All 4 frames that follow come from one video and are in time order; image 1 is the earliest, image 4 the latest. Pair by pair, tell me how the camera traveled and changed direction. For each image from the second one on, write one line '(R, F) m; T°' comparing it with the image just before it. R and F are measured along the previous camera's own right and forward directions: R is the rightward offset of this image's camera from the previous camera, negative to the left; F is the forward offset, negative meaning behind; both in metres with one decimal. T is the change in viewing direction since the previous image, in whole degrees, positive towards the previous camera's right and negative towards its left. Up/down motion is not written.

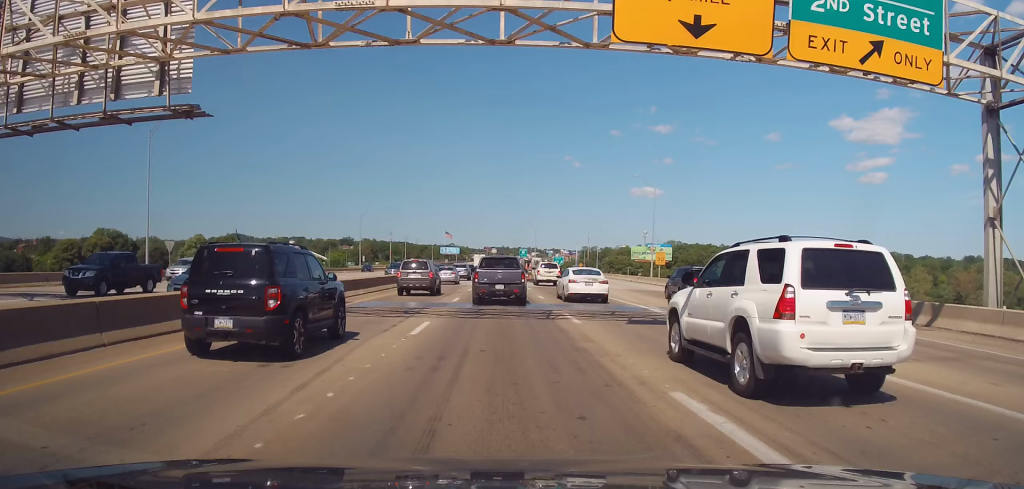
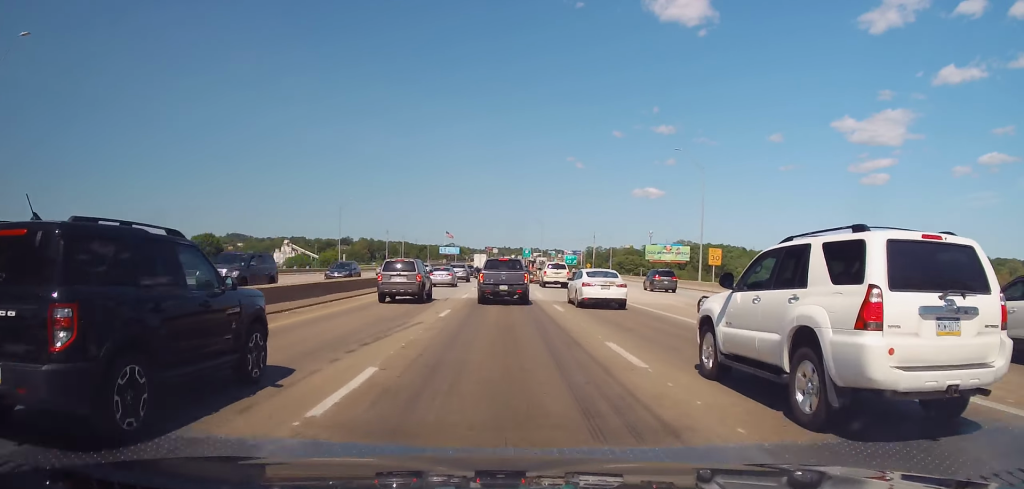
(+0.1, +19.7) m; 0°
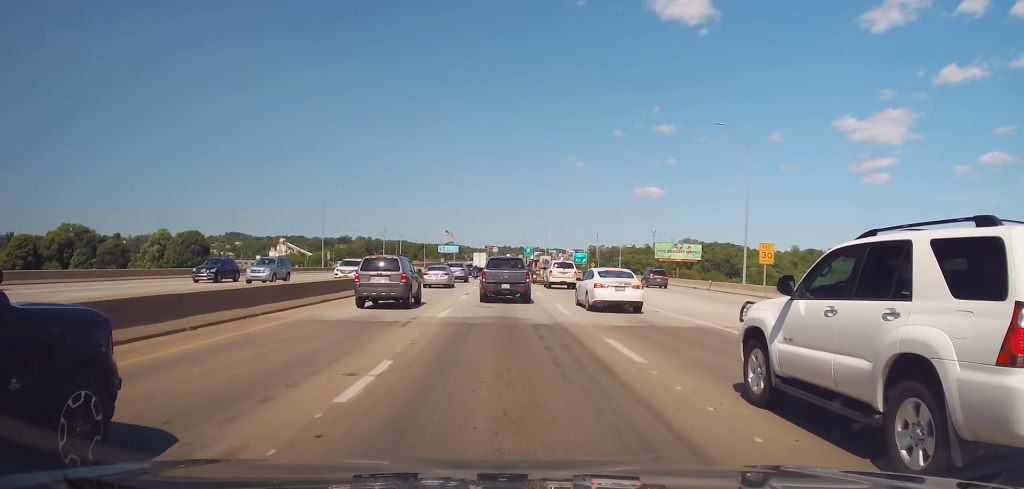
(0.0, +11.8) m; 0°
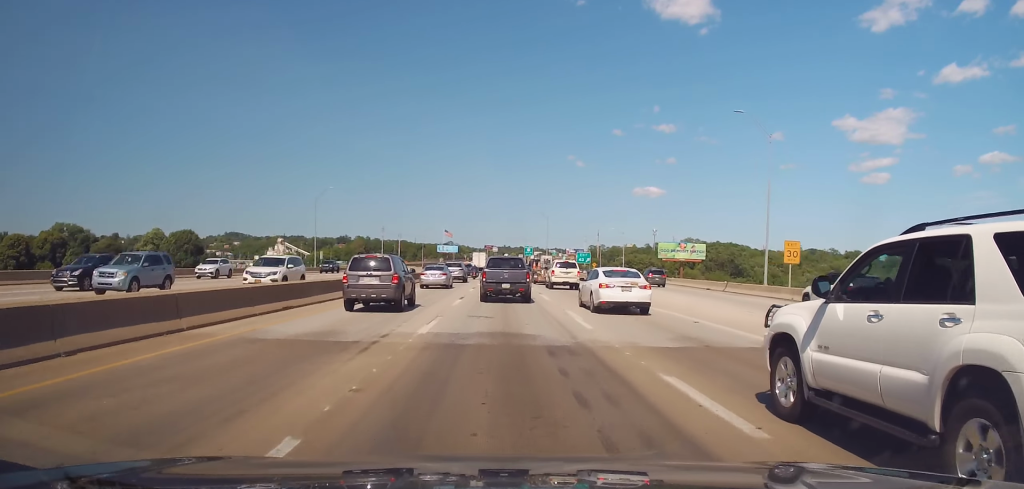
(0.0, +4.4) m; 0°
